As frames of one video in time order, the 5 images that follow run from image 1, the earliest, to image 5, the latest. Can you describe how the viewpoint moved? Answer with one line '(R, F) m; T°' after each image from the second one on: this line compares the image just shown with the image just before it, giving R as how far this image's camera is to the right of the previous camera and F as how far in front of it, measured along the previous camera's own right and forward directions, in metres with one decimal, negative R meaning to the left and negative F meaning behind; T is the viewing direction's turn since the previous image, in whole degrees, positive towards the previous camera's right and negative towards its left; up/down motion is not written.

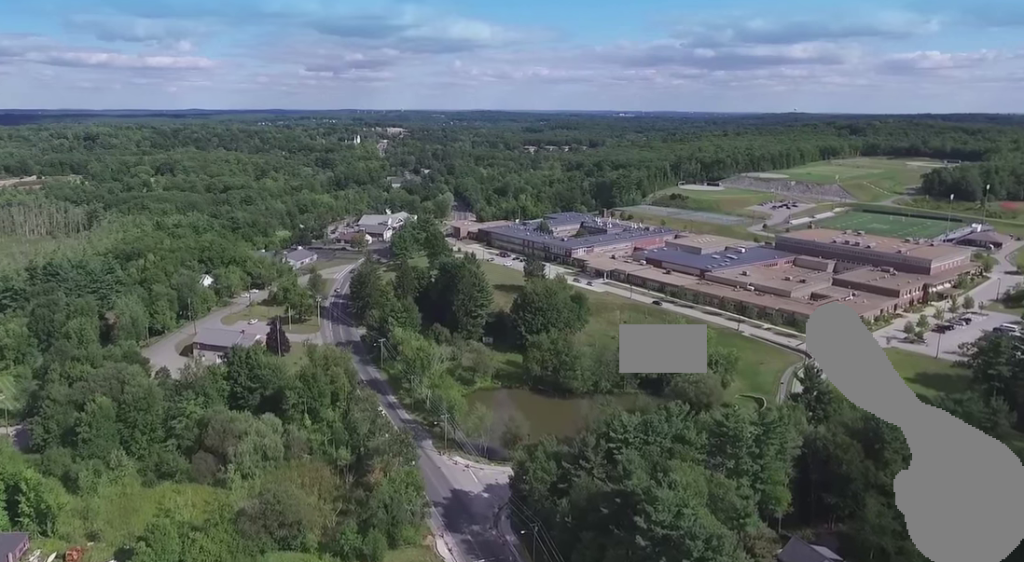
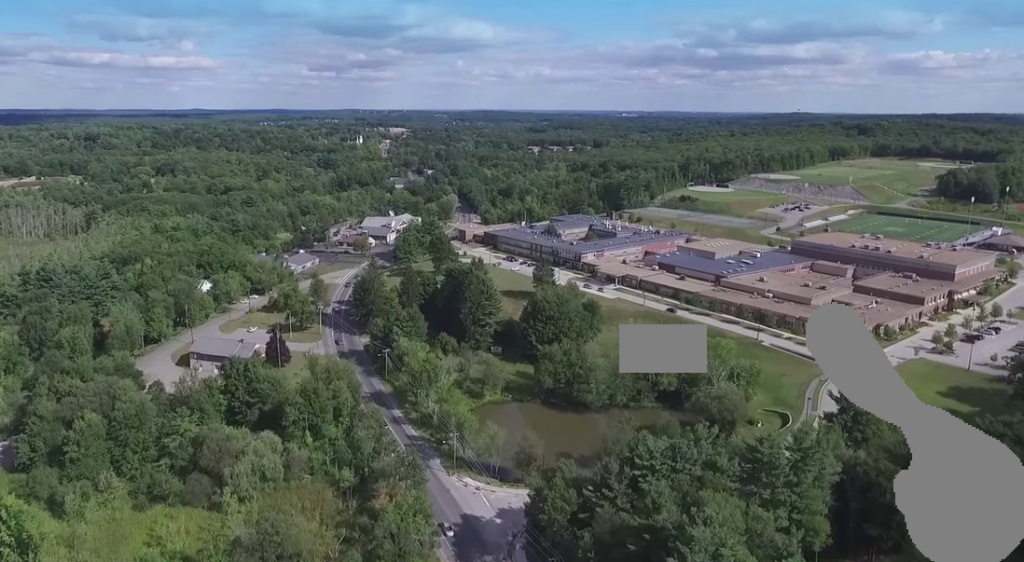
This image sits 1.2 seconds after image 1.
(0.0, +11.1) m; 0°
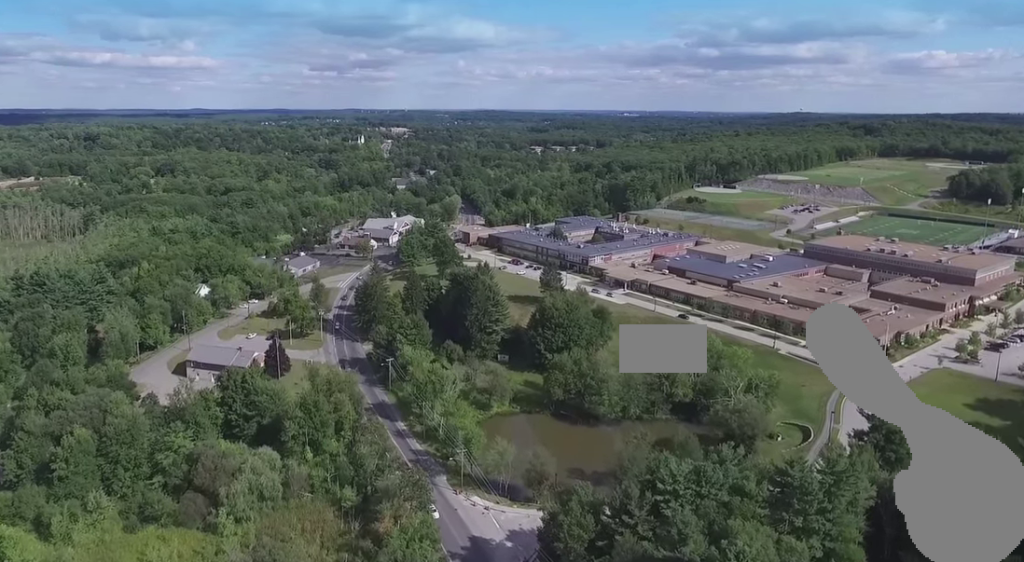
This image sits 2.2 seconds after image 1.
(0.0, +8.3) m; 0°
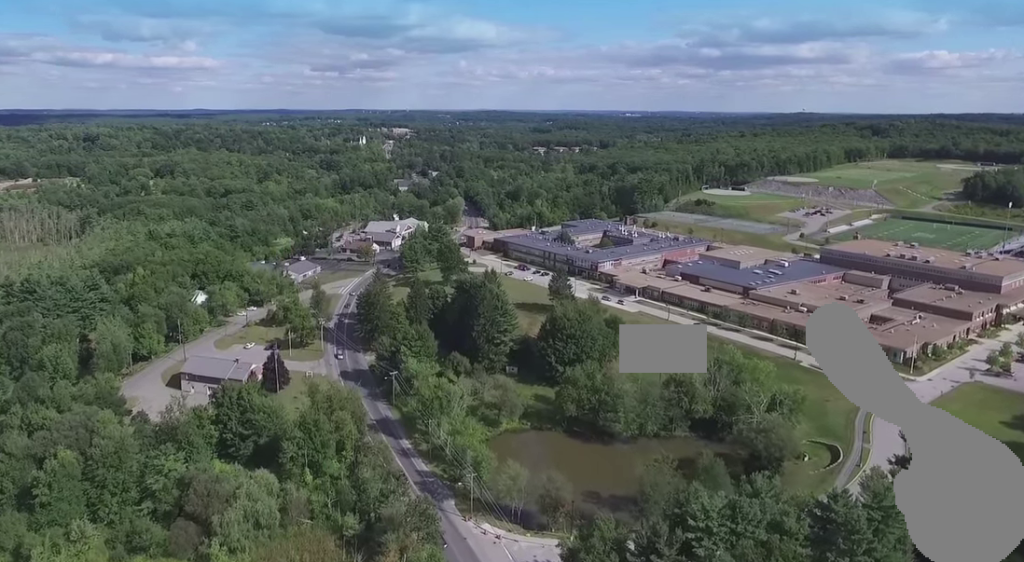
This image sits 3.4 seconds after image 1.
(0.0, +10.8) m; 0°
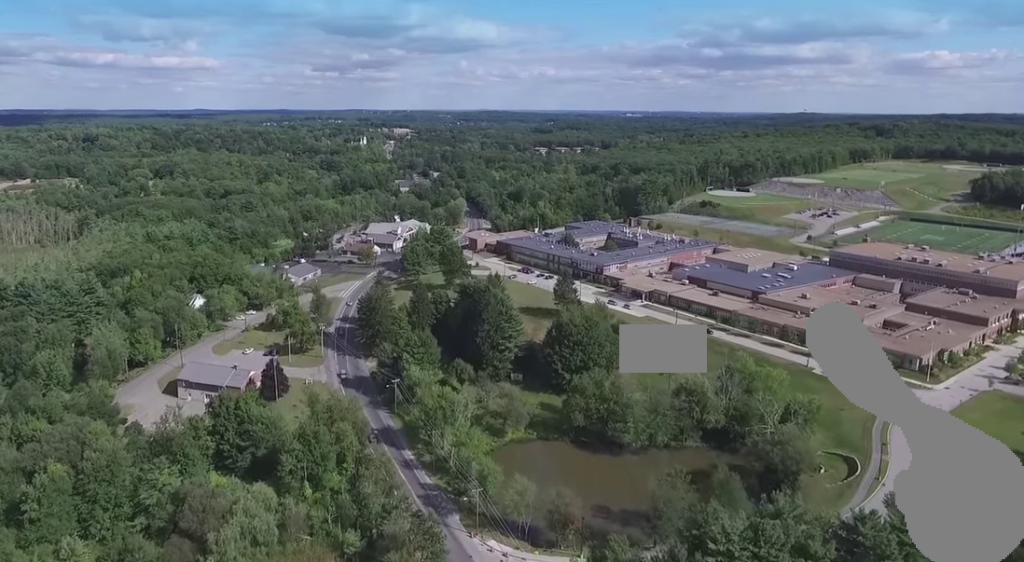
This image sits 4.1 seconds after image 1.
(0.0, +6.2) m; 0°
